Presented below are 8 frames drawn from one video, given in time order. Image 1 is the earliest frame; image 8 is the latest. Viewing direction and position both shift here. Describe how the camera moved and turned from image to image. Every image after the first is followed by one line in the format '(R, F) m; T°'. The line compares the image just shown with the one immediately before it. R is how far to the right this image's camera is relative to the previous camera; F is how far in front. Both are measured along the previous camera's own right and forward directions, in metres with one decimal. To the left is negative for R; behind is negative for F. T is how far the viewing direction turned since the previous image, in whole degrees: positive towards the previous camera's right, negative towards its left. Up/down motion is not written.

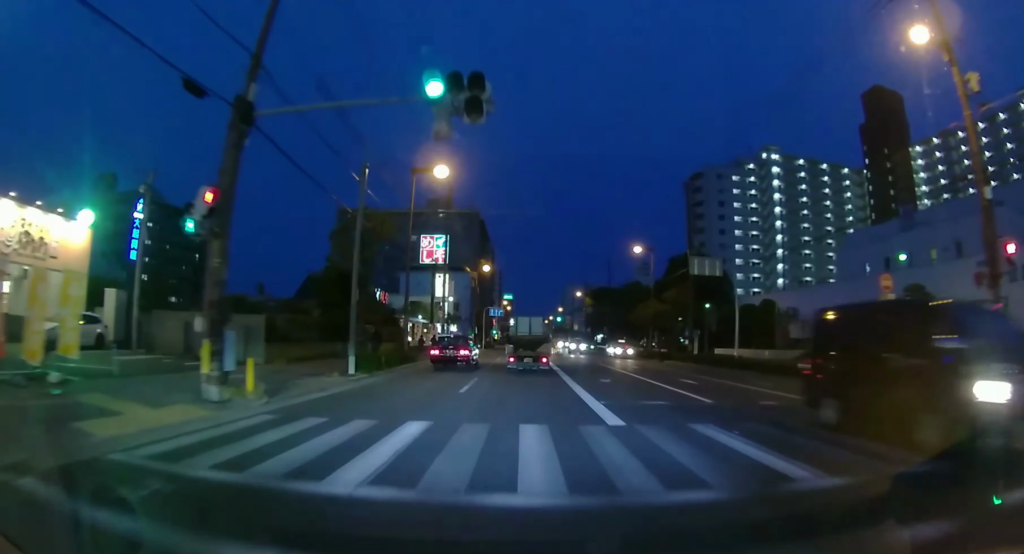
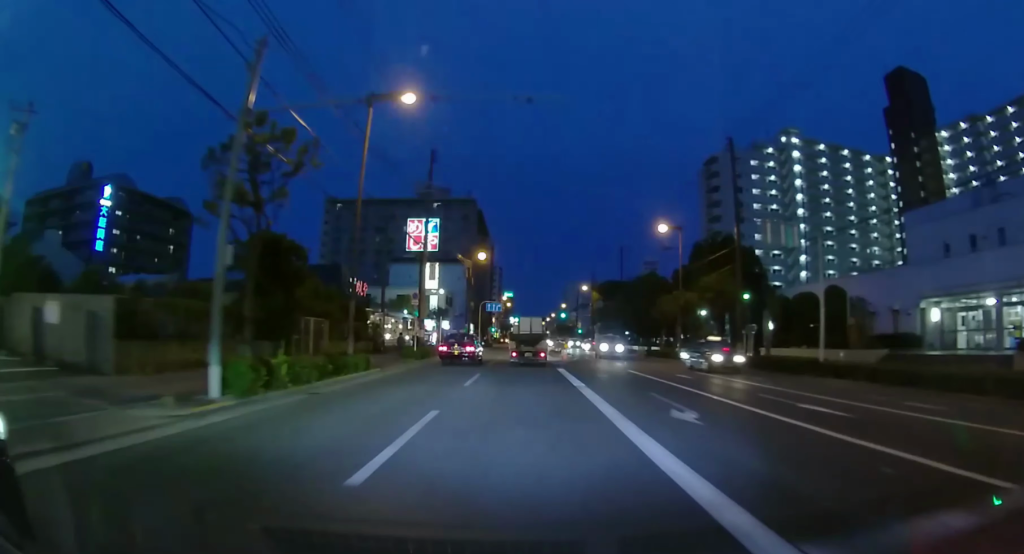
(0.0, +9.0) m; 0°
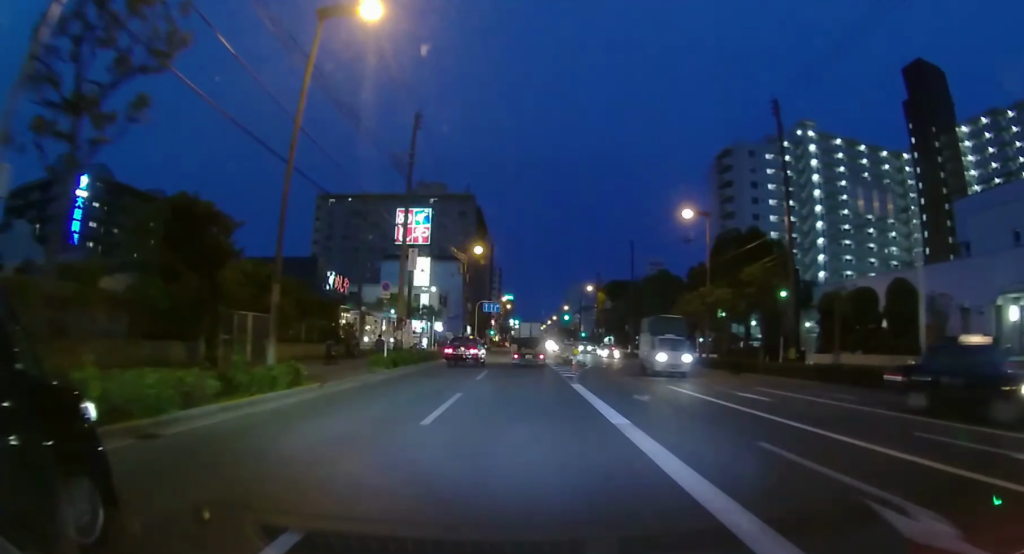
(0.0, +6.9) m; +1°
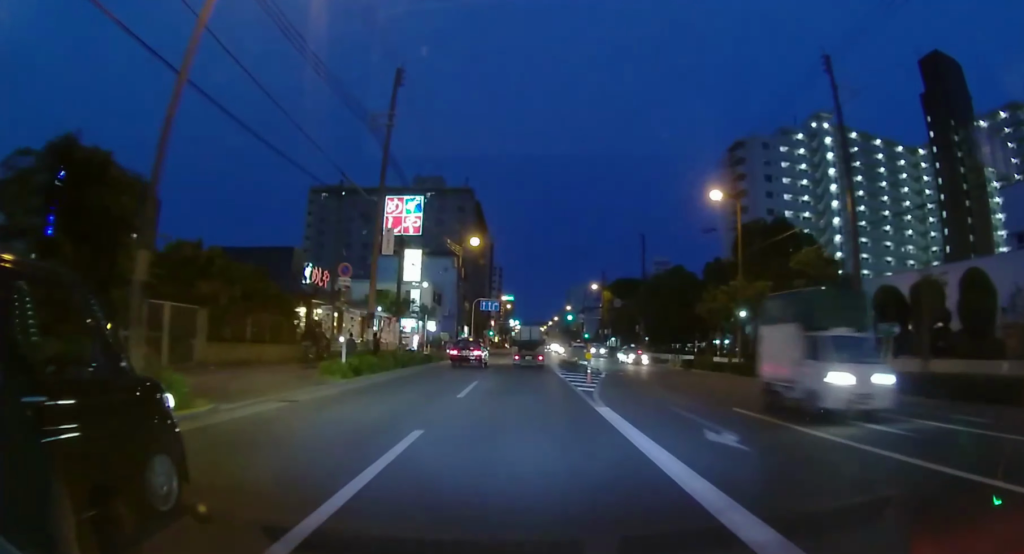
(+0.1, +5.9) m; +1°
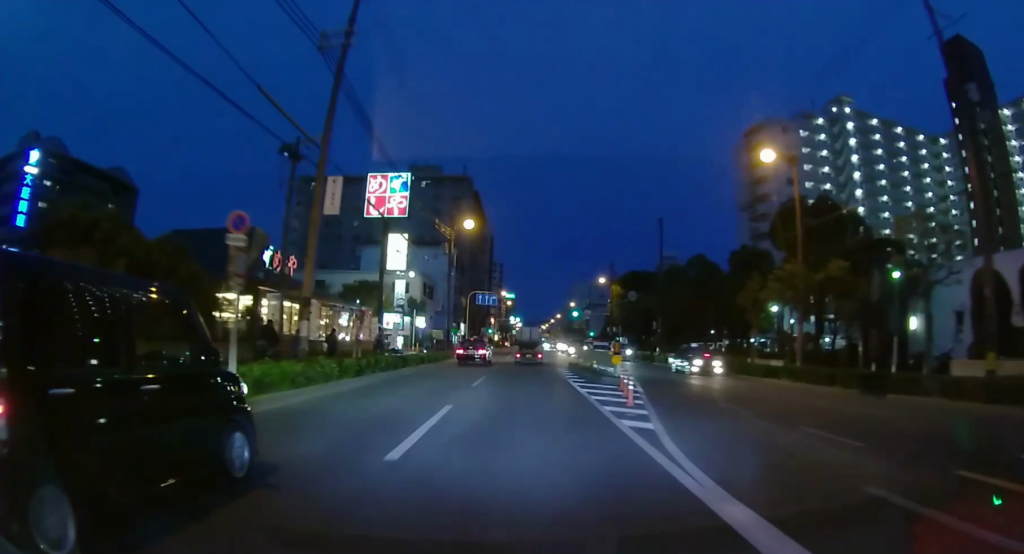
(0.0, +7.2) m; 0°
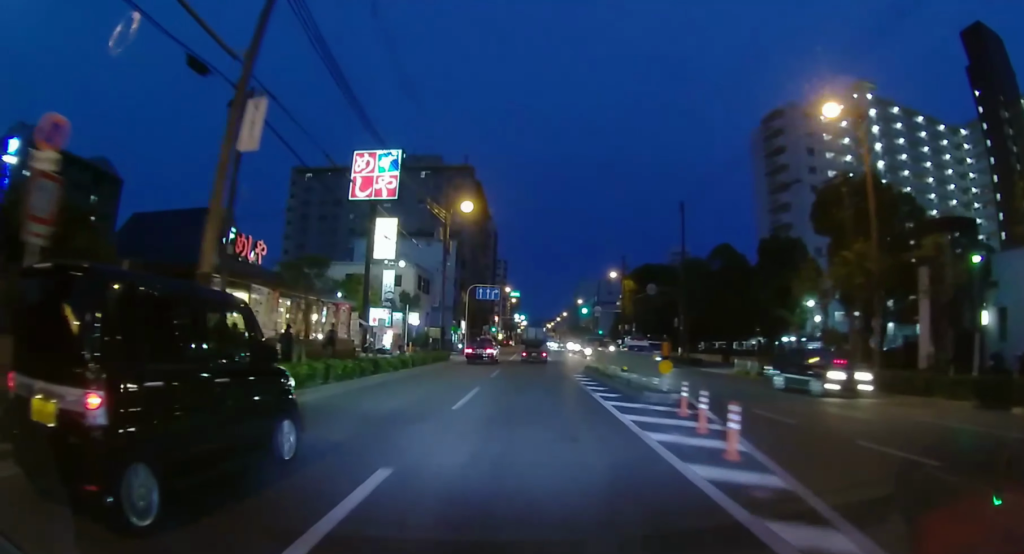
(0.0, +5.6) m; 0°
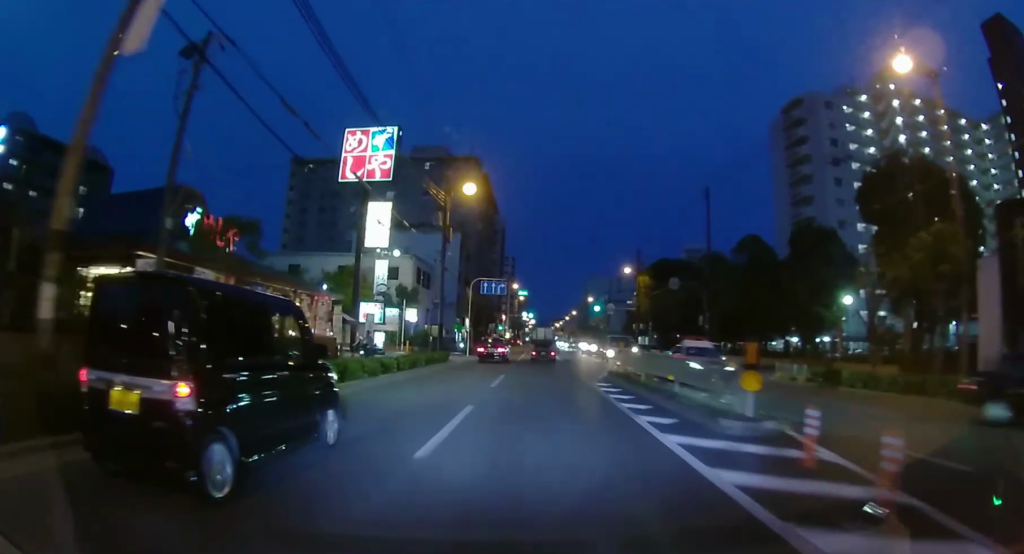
(0.0, +4.4) m; 0°
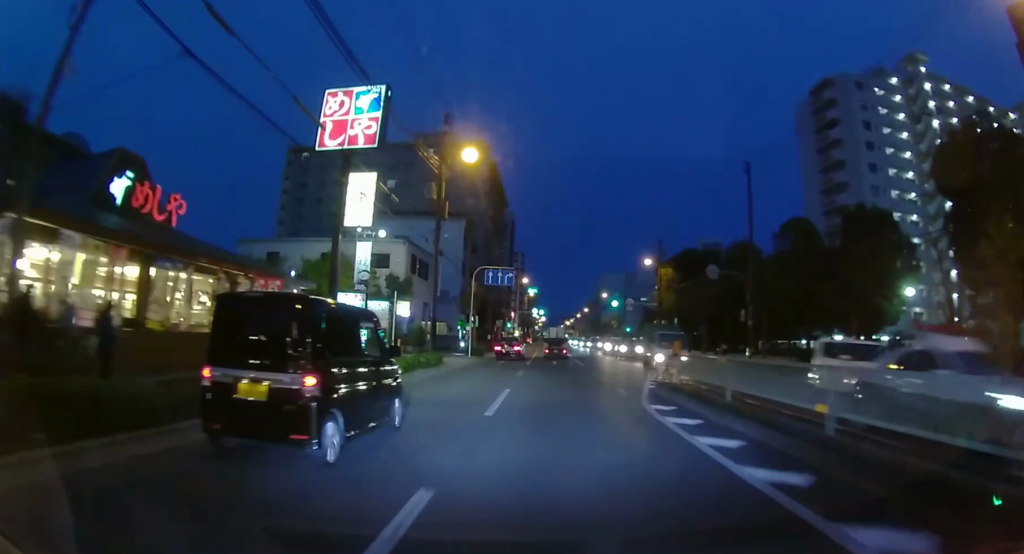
(0.0, +6.6) m; 0°
